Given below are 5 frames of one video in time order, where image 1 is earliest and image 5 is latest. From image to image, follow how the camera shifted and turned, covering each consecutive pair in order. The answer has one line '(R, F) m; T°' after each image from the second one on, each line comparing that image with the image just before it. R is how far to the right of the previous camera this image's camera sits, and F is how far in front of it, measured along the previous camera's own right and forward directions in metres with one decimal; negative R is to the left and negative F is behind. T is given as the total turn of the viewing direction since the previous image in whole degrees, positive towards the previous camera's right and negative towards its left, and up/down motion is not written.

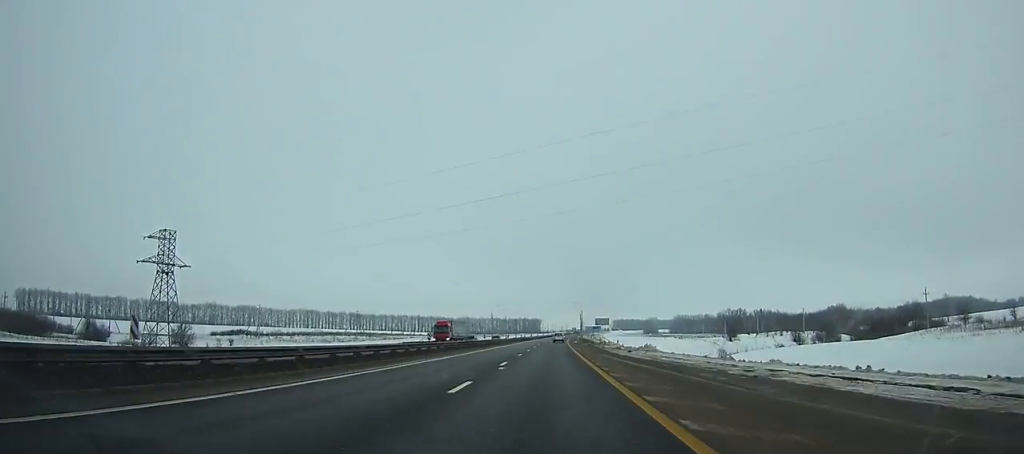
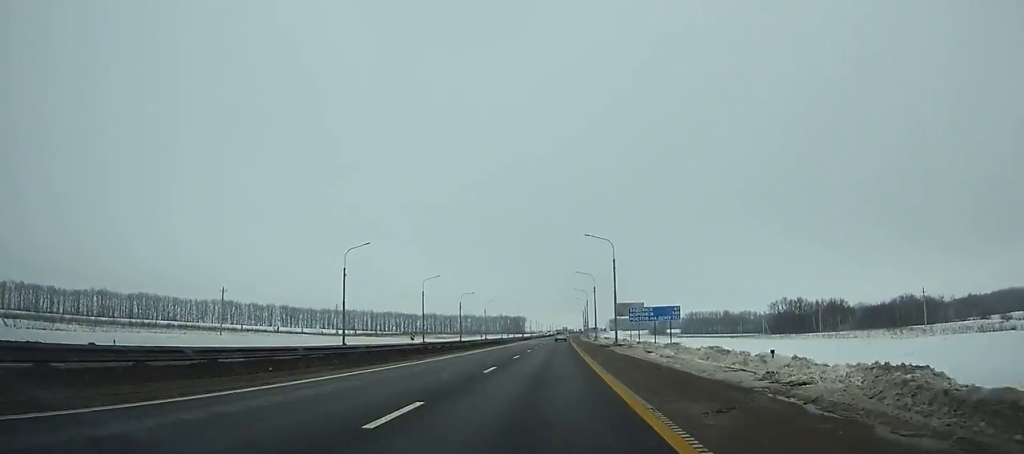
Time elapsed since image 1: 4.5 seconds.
(+1.6, +122.6) m; +2°
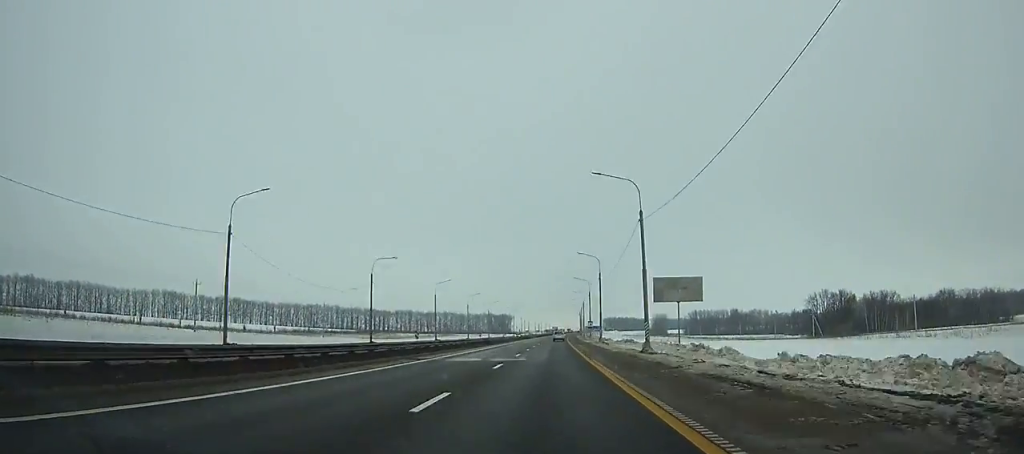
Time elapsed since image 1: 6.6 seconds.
(+0.7, +57.2) m; +1°
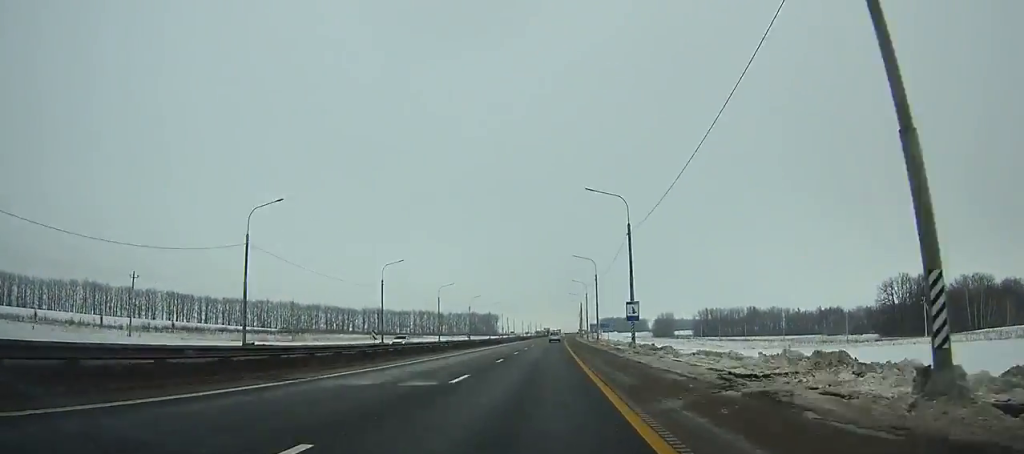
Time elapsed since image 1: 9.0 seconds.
(+0.4, +65.1) m; +1°
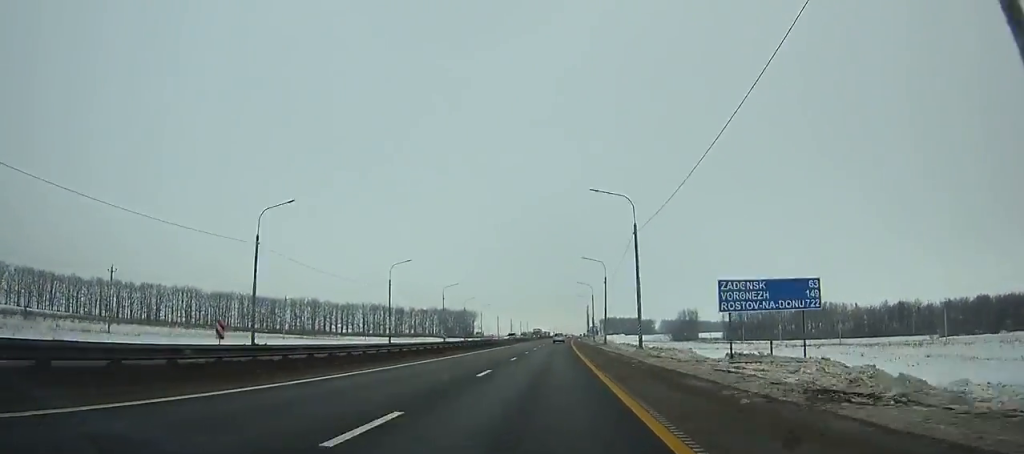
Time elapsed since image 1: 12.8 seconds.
(+0.6, +102.5) m; +1°
